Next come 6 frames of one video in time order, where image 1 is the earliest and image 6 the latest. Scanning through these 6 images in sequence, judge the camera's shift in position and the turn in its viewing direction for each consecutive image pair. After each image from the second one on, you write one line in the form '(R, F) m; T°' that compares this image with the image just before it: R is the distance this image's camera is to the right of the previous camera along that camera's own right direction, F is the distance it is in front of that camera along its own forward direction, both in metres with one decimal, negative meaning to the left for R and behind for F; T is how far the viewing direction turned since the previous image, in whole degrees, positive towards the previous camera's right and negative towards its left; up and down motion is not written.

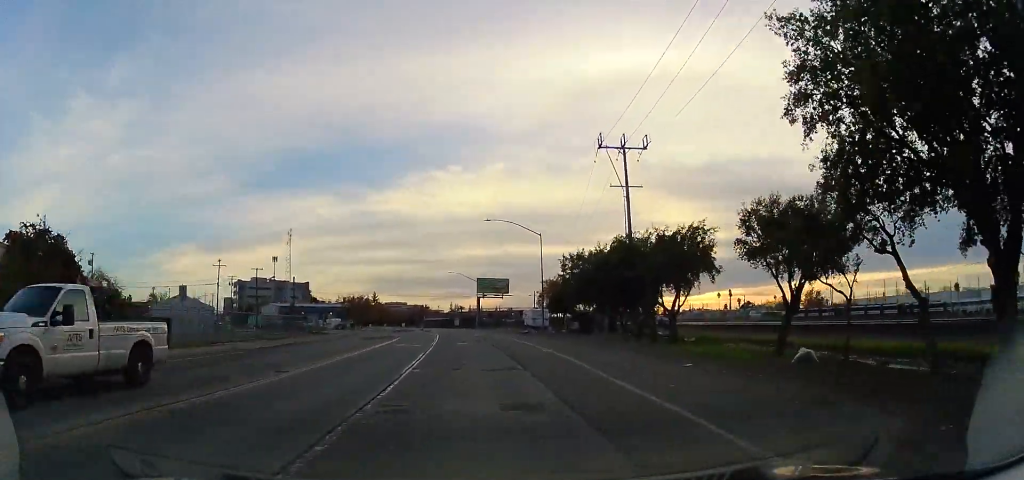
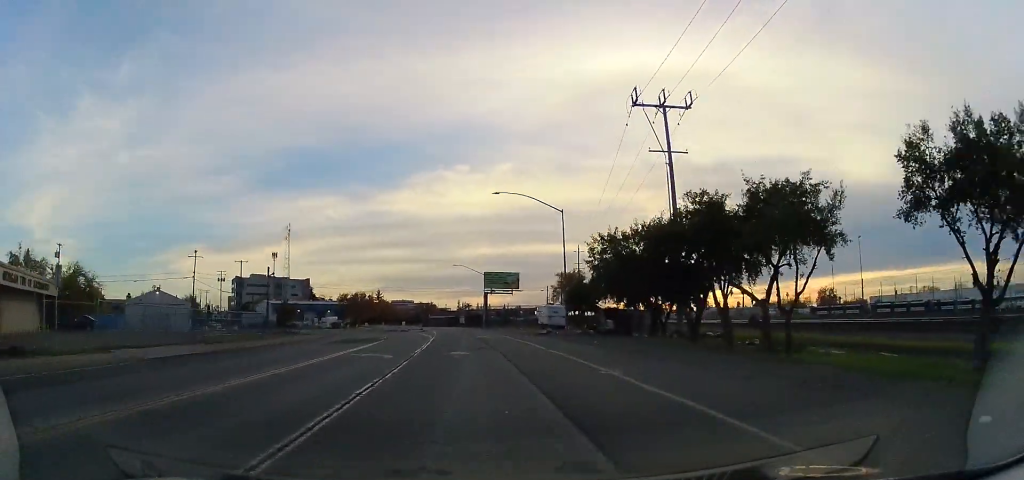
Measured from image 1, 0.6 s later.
(+0.2, +9.9) m; 0°
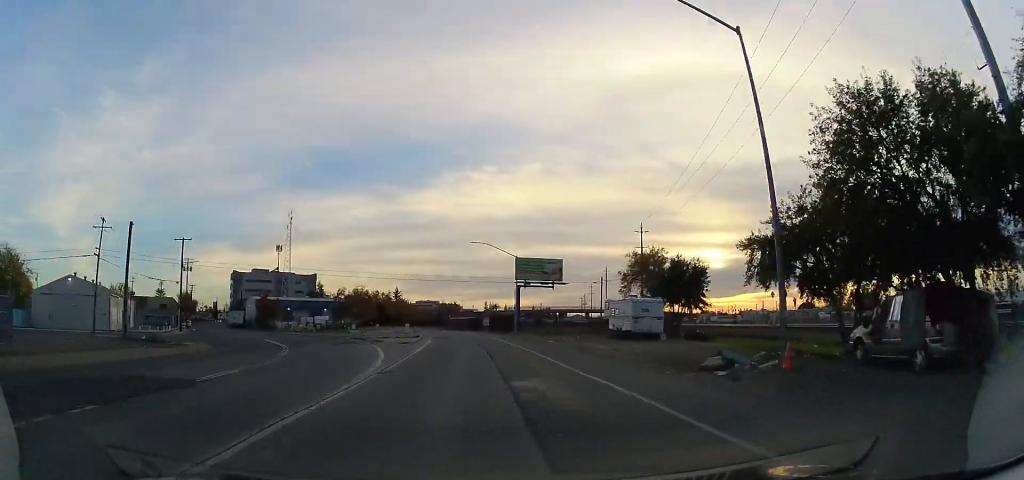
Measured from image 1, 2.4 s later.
(-1.2, +26.9) m; -5°
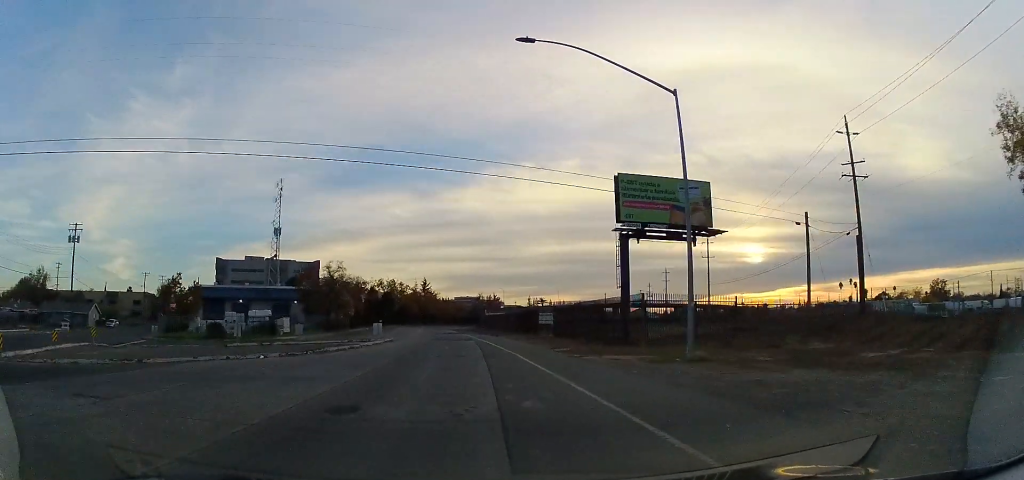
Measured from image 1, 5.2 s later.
(-1.7, +43.4) m; -4°
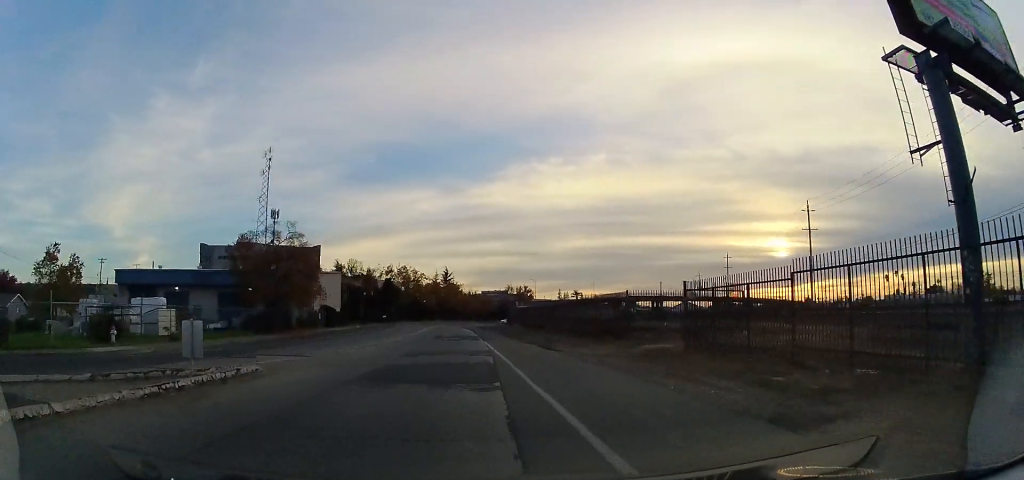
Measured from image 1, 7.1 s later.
(-0.4, +27.7) m; -3°
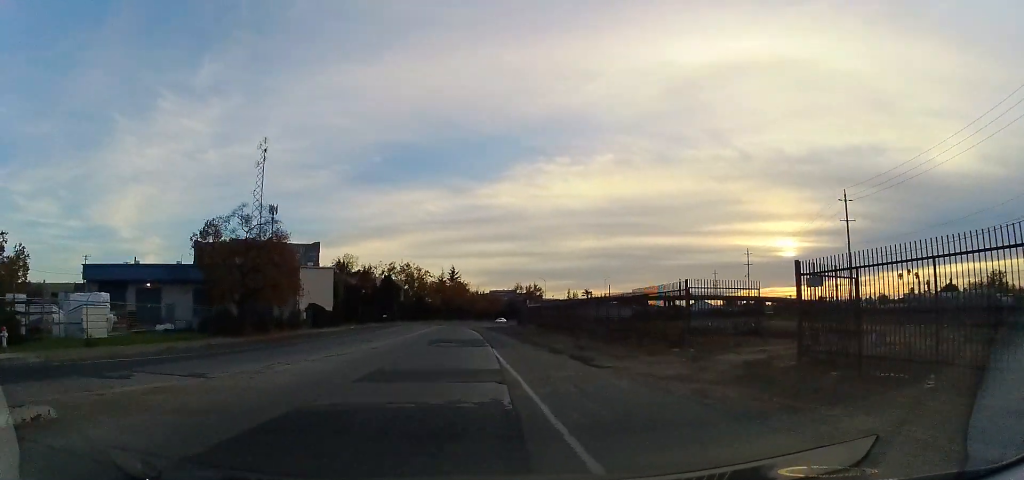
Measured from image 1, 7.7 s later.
(-0.2, +8.6) m; -1°
